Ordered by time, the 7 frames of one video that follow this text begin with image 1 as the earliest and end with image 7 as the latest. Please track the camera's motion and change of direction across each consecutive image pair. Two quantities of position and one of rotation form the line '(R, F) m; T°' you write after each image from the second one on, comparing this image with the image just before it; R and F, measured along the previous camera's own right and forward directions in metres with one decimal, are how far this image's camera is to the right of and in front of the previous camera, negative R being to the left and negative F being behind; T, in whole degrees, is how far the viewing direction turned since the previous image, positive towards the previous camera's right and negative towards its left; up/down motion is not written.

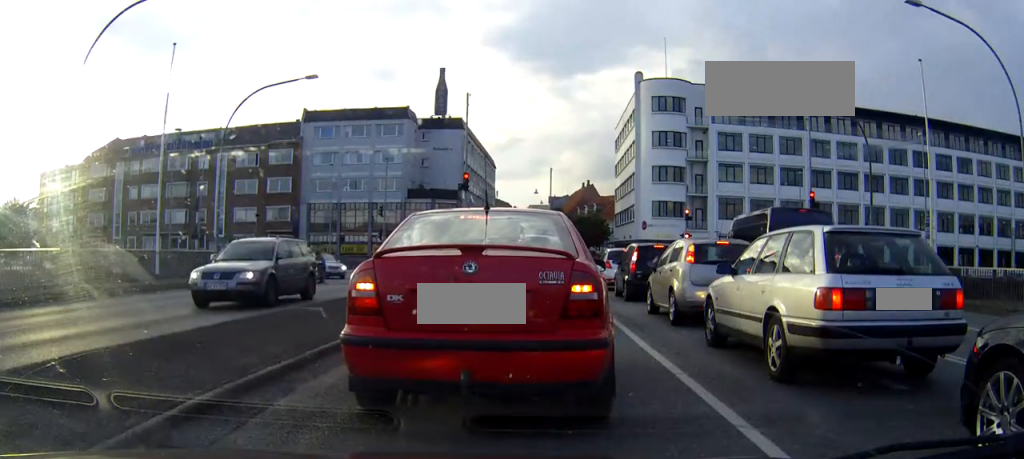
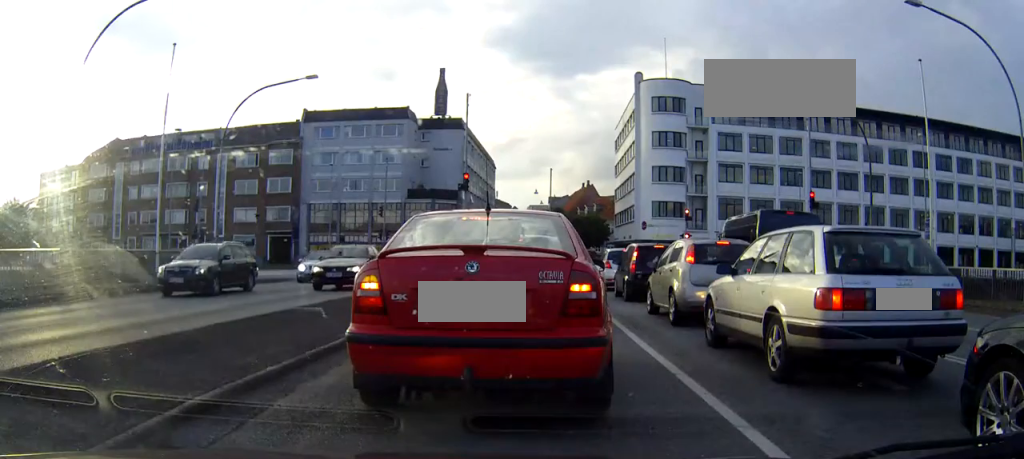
(0.0, 0.0) m; 0°
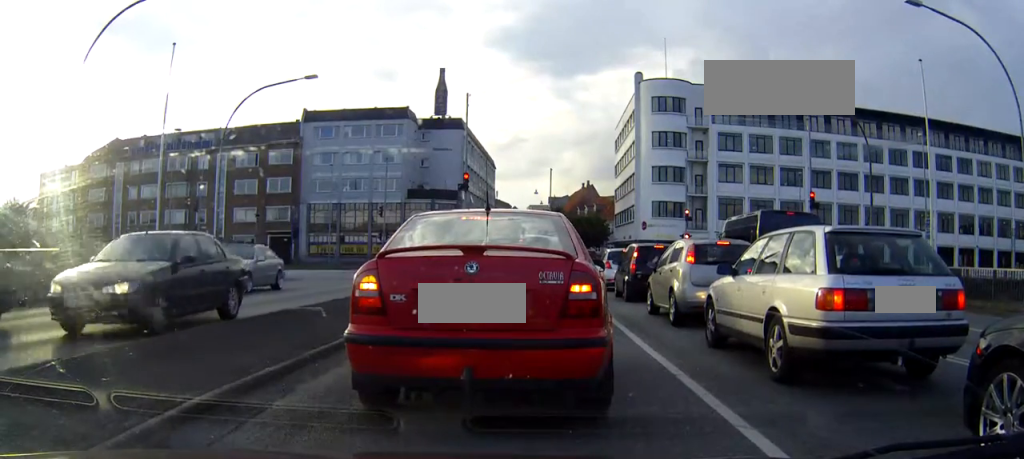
(0.0, 0.0) m; 0°
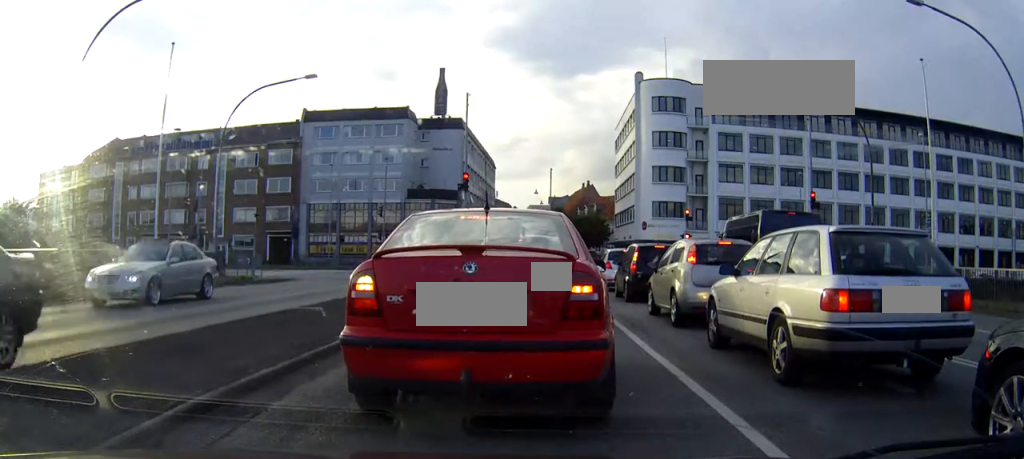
(0.0, 0.0) m; 0°
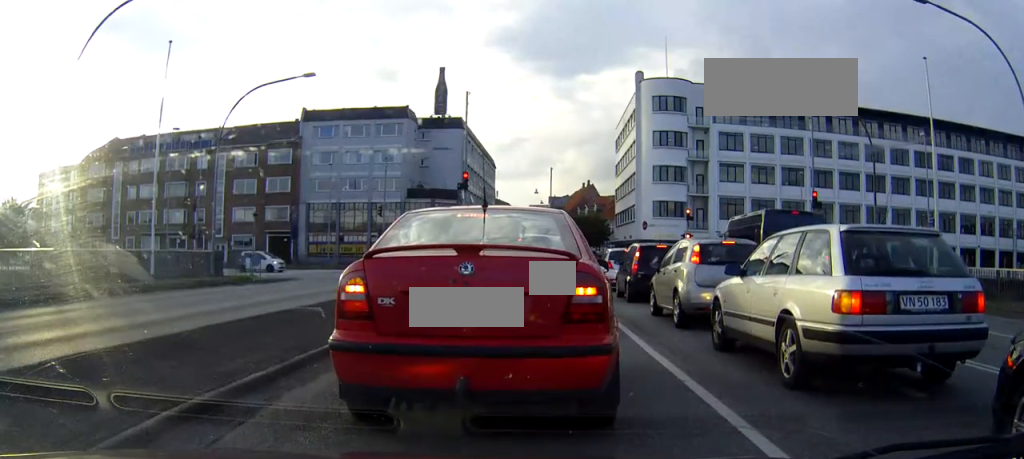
(0.0, 0.0) m; 0°
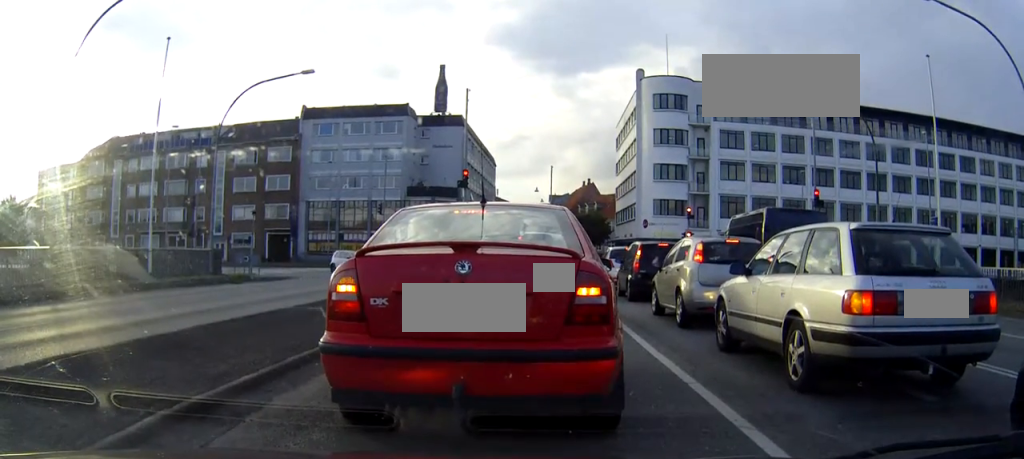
(0.0, 0.0) m; 0°
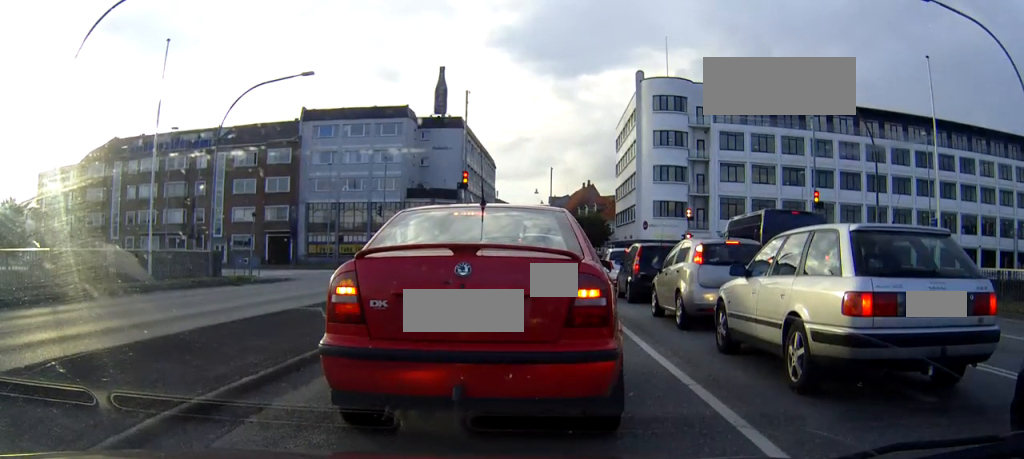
(0.0, 0.0) m; 0°
